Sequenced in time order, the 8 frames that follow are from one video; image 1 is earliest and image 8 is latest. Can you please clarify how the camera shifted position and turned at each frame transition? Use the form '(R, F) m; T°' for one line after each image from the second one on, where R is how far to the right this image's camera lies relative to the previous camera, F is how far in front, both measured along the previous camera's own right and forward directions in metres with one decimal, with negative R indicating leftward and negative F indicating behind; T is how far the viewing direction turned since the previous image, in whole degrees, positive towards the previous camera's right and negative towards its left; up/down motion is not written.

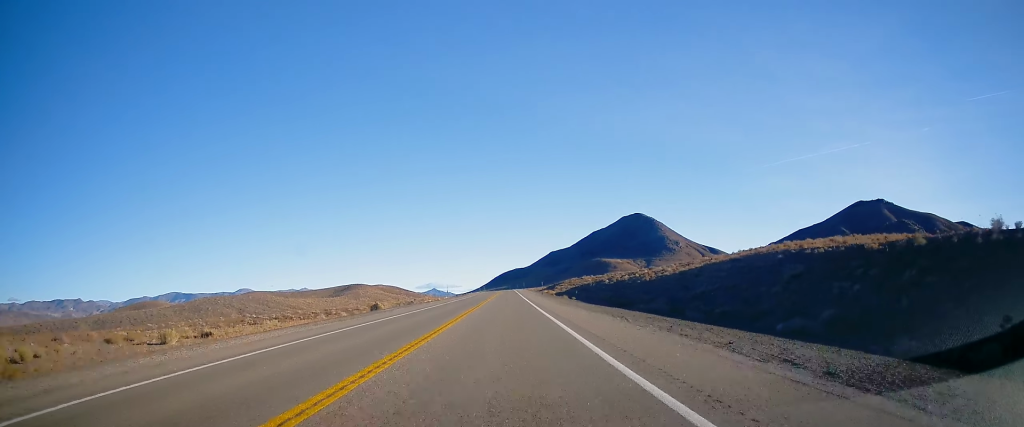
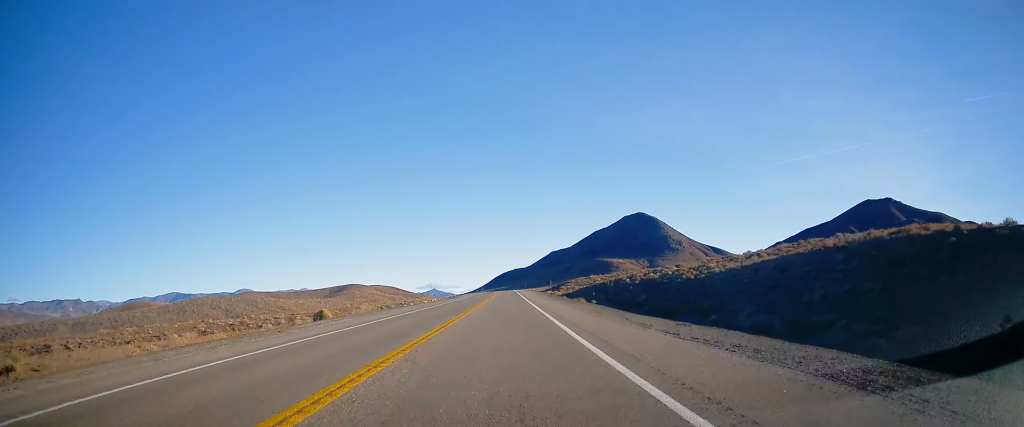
(+0.3, +16.6) m; 0°
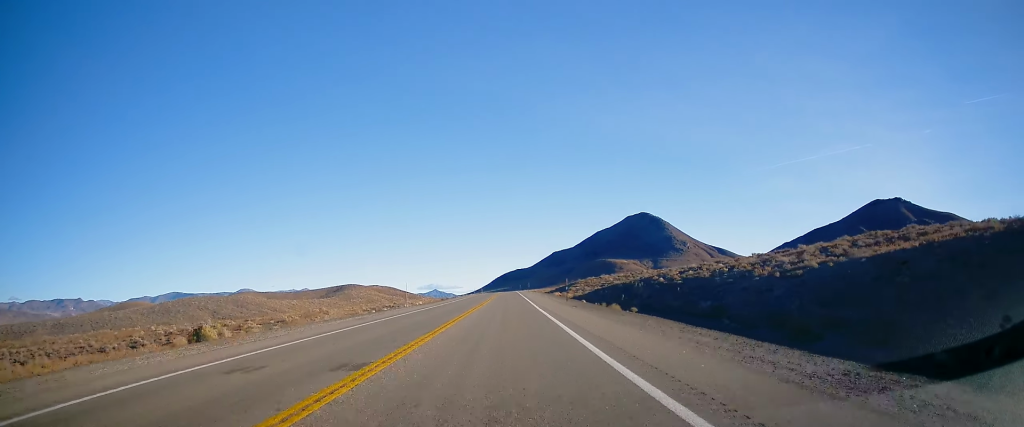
(+0.2, +16.5) m; 0°
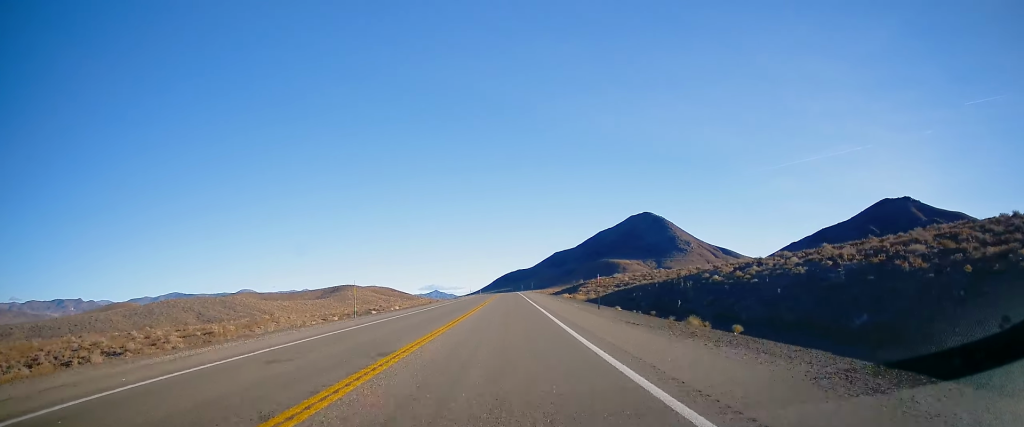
(-0.3, +16.4) m; 0°
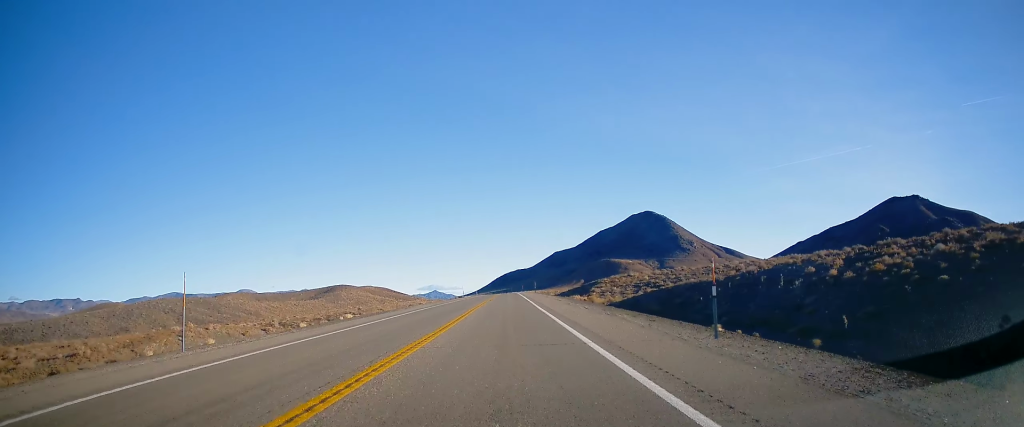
(-0.2, +17.5) m; 0°
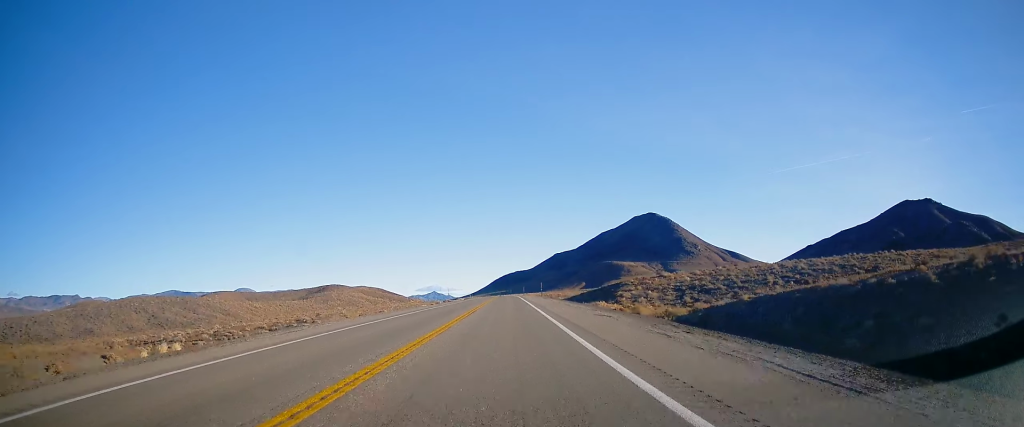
(+0.2, +23.6) m; 0°
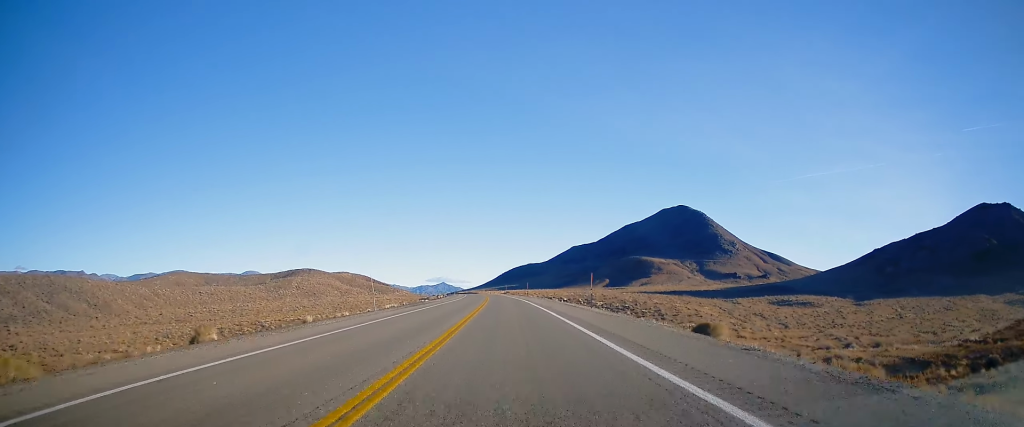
(+0.3, +108.4) m; -1°
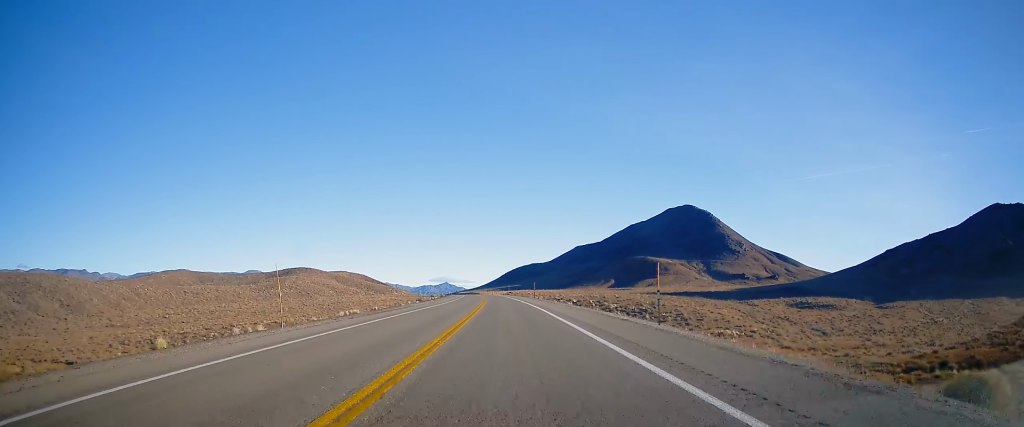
(0.0, +15.5) m; -1°
